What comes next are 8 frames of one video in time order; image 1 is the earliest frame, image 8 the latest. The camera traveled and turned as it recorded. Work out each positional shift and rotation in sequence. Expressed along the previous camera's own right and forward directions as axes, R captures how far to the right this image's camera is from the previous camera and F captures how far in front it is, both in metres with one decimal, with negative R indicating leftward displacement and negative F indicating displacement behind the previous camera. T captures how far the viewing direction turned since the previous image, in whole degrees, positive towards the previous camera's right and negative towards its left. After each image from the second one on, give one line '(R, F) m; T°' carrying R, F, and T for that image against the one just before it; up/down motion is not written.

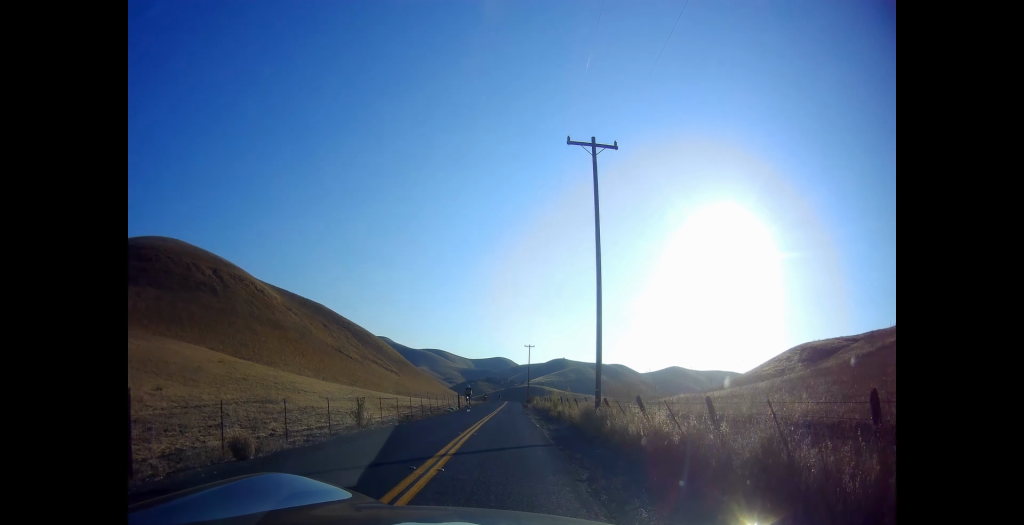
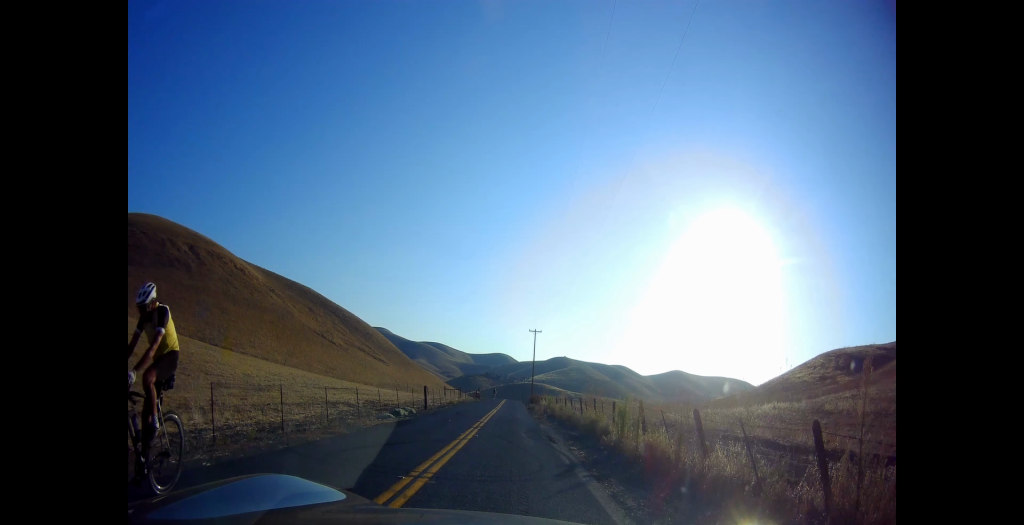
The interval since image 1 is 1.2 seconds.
(+0.8, +22.3) m; +2°
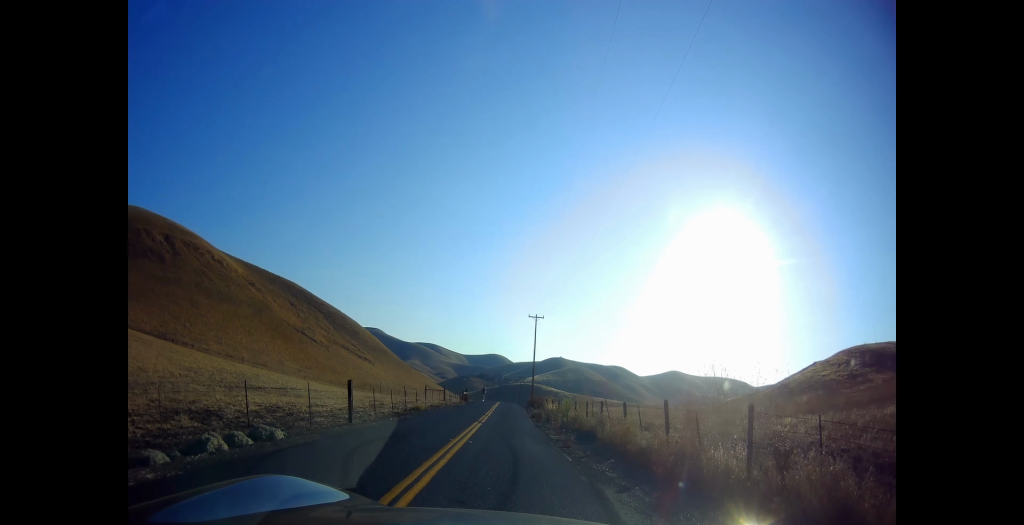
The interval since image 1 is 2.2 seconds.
(-0.1, +16.6) m; -1°
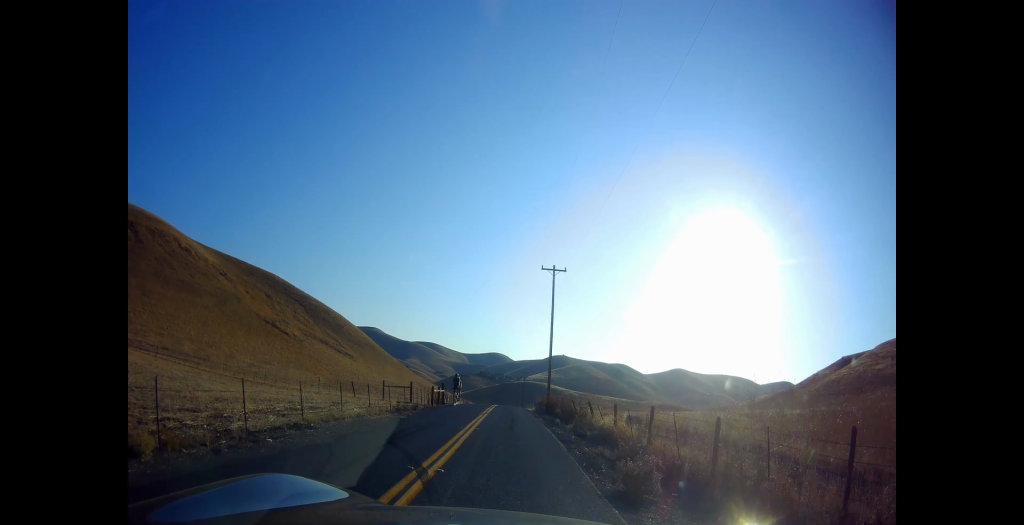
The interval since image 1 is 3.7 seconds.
(-0.3, +27.0) m; +2°
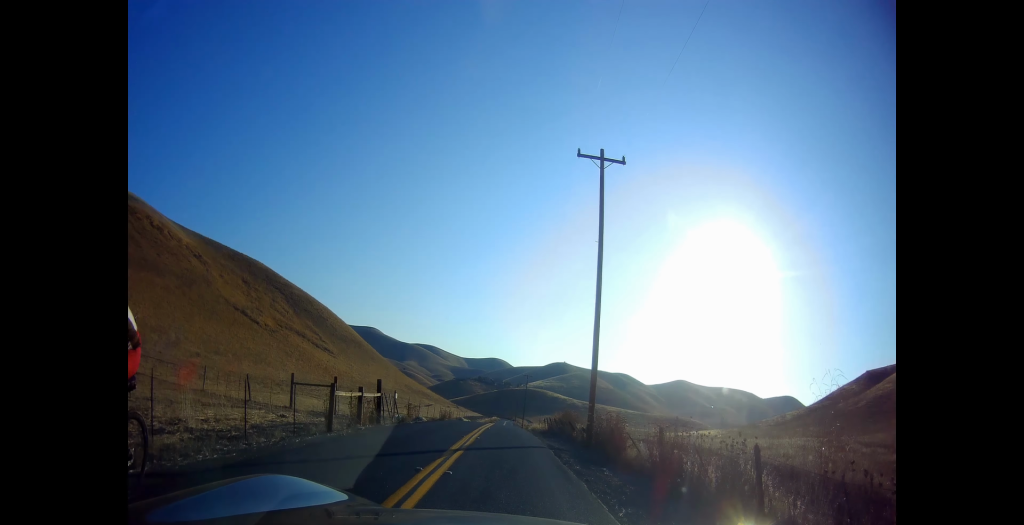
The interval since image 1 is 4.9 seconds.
(+0.5, +22.4) m; 0°
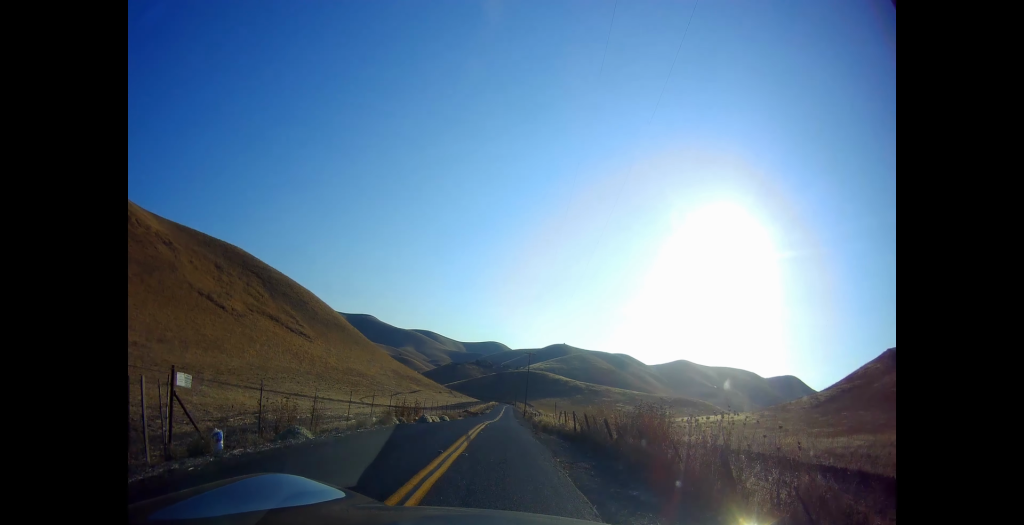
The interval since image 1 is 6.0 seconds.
(-0.4, +19.2) m; 0°
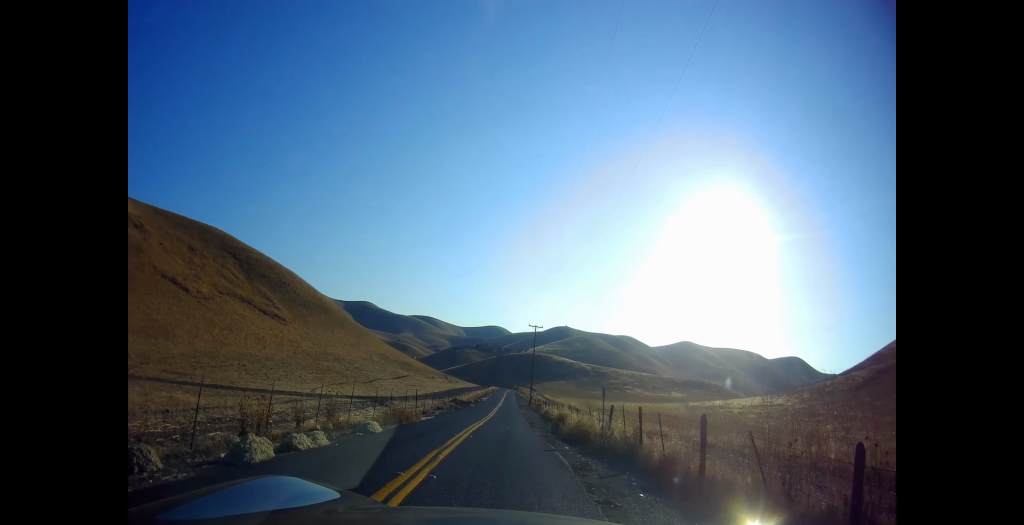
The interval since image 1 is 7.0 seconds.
(+0.2, +17.9) m; 0°
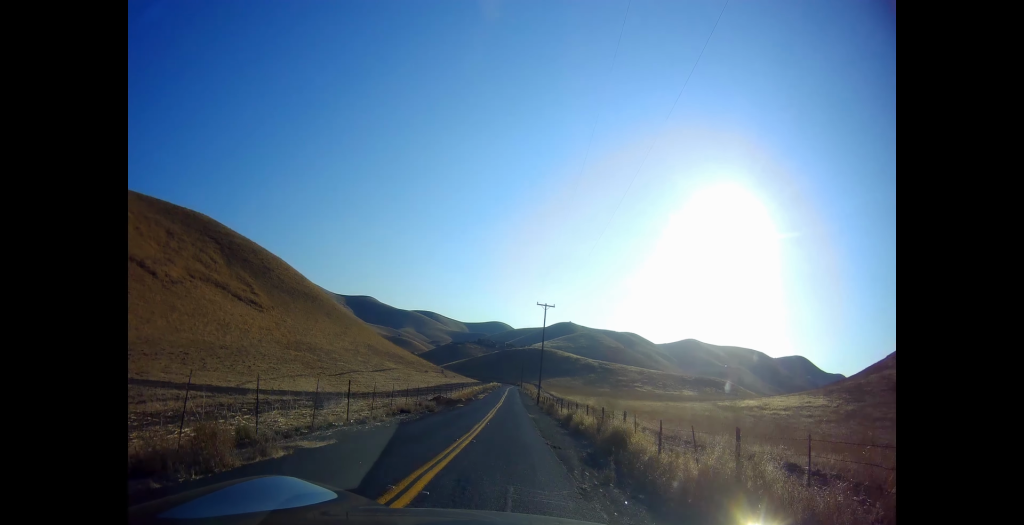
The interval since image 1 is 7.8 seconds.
(-0.1, +15.3) m; 0°
